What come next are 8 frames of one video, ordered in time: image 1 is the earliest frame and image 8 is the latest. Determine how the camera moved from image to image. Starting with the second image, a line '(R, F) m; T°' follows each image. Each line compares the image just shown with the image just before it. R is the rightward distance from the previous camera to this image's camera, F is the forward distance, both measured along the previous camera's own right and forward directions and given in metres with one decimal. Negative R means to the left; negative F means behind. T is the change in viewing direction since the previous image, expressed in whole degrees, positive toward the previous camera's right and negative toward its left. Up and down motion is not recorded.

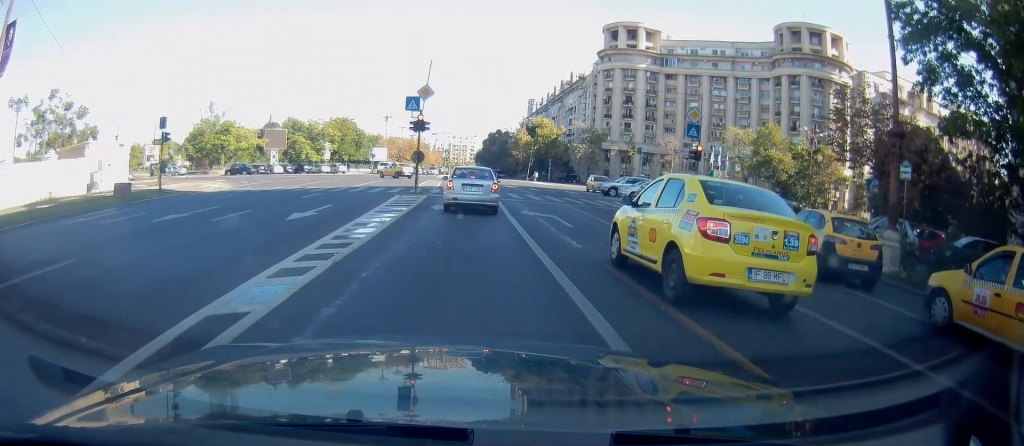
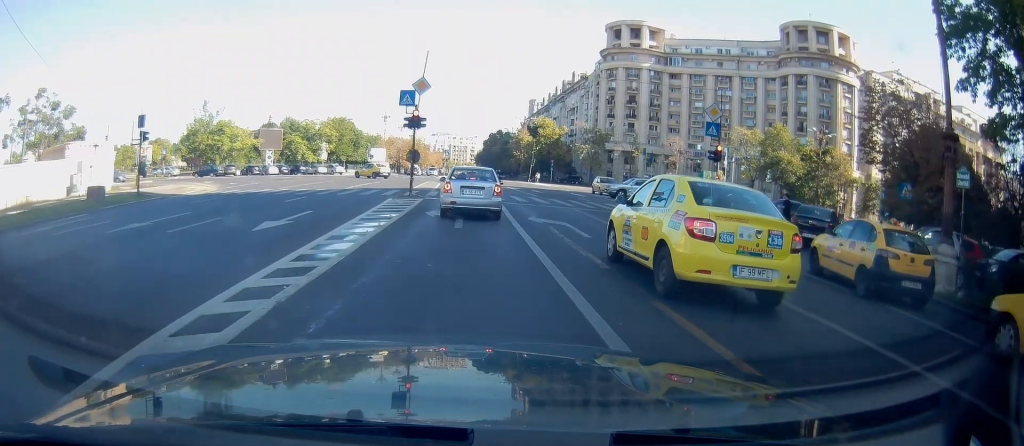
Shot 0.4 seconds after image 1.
(0.0, +2.5) m; 0°
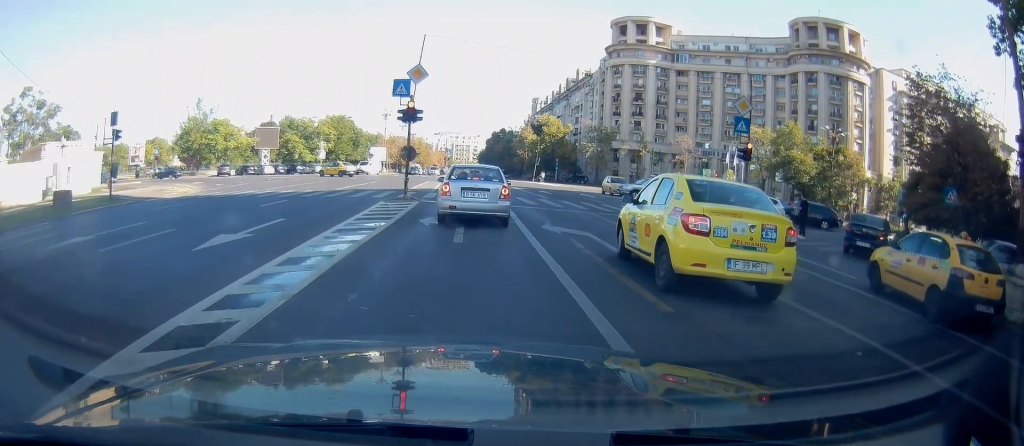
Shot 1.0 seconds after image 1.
(0.0, +3.3) m; 0°
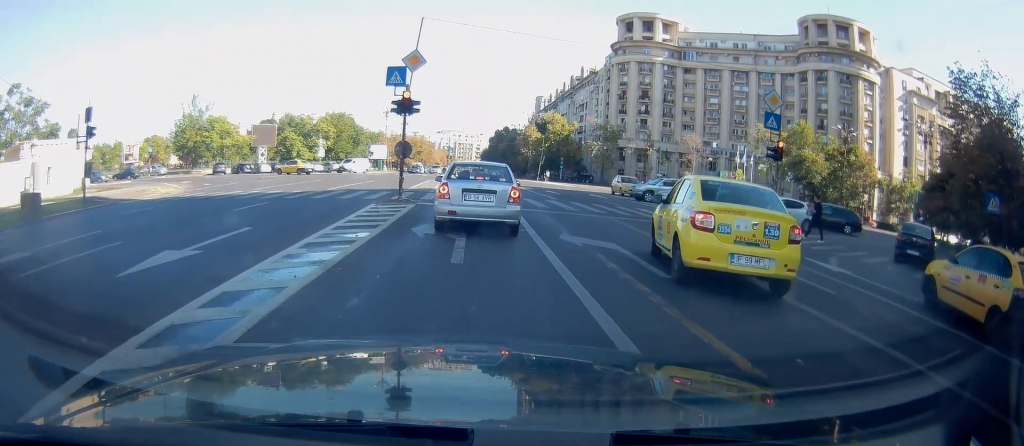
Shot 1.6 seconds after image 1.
(-0.1, +2.5) m; 0°
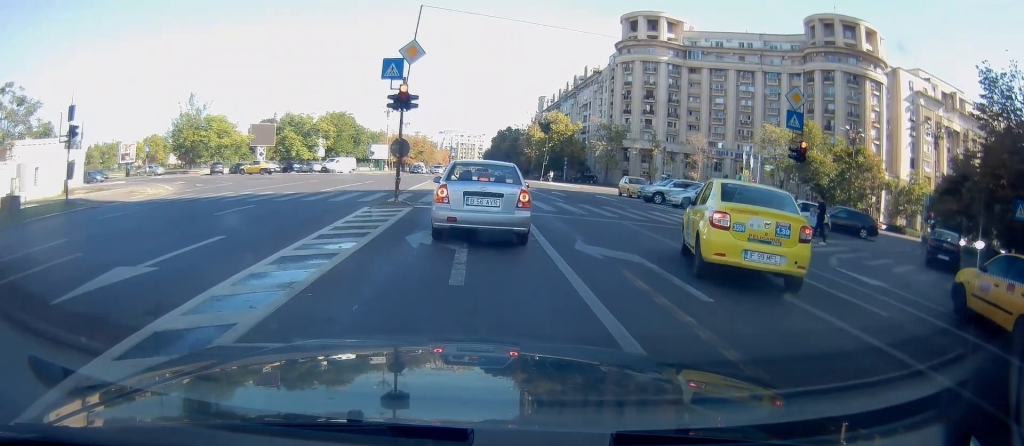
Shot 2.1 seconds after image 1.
(0.0, +2.0) m; -1°
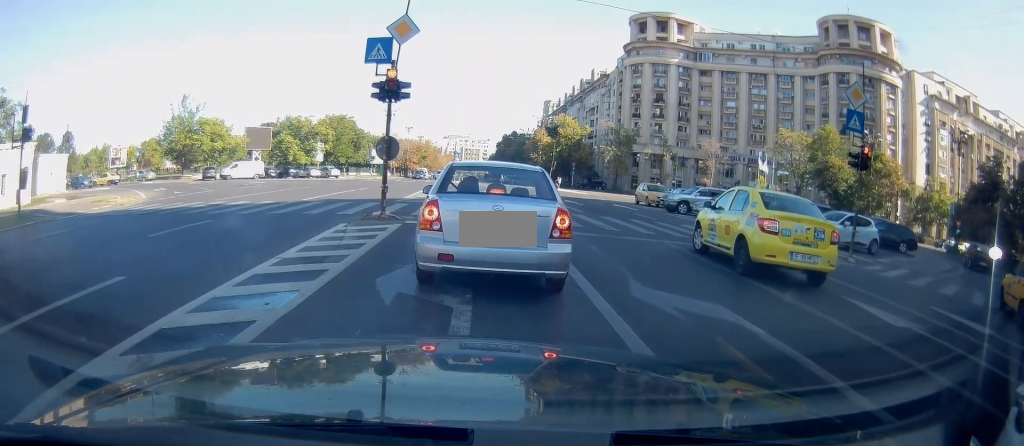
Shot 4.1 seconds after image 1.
(-0.3, +3.8) m; -5°
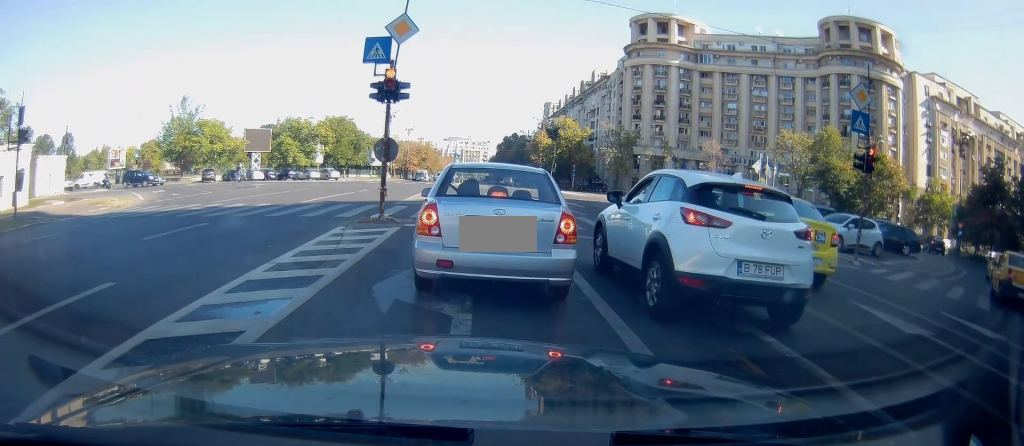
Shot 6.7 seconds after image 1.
(0.0, 0.0) m; 0°
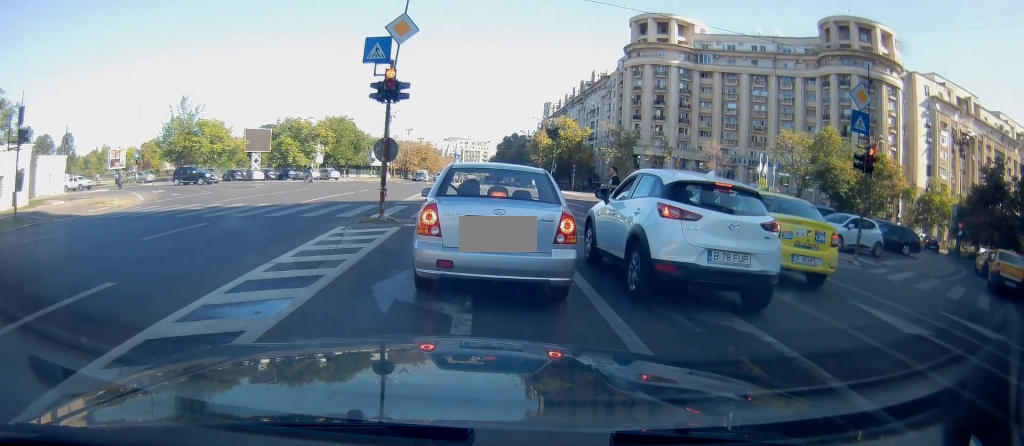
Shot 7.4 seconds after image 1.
(0.0, 0.0) m; 0°
